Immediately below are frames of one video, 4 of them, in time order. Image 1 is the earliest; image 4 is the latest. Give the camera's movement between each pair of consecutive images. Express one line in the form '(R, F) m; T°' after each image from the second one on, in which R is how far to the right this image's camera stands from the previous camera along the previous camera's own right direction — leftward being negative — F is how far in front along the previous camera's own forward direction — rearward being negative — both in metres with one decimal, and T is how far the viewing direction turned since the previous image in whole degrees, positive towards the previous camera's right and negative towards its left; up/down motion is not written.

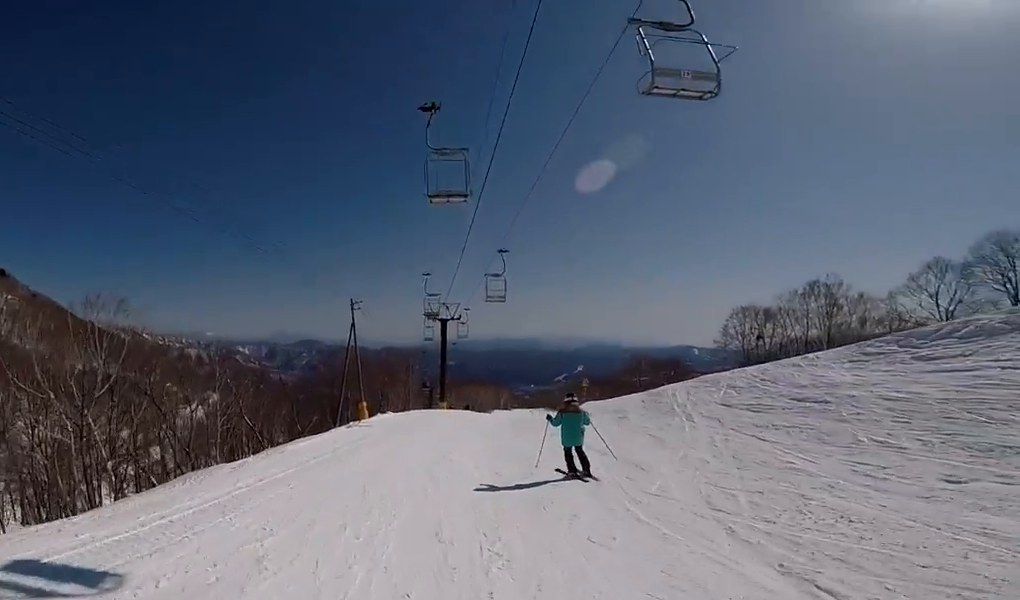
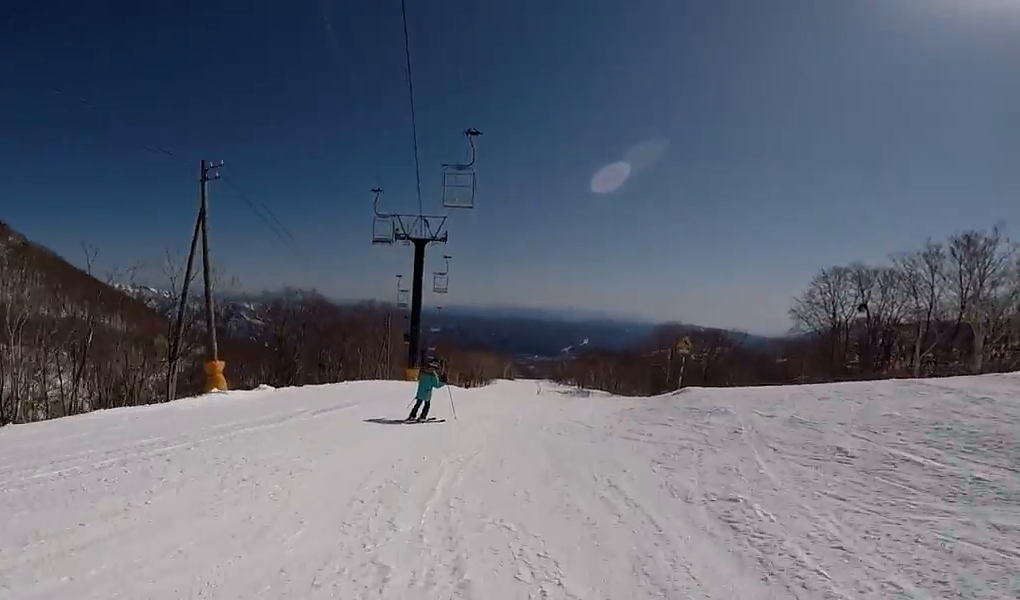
(+1.8, +18.4) m; -4°
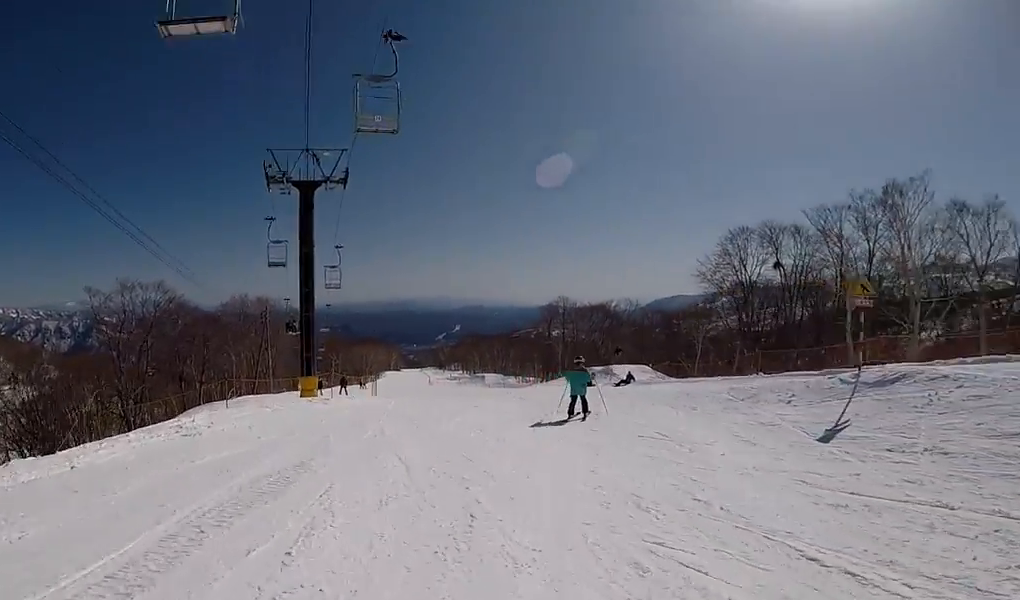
(+0.3, +10.2) m; +12°
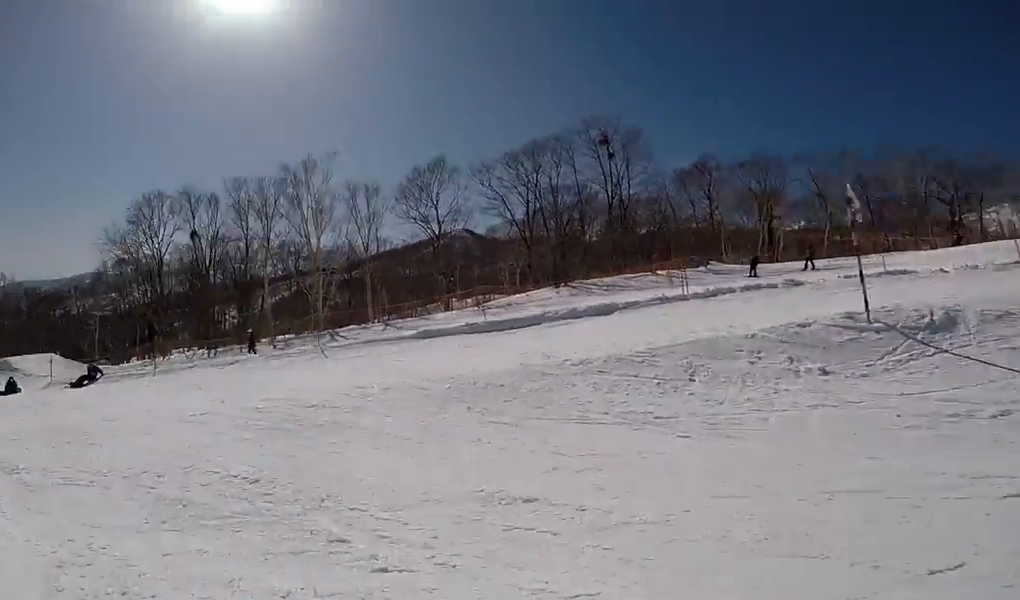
(+3.8, +12.1) m; +24°
